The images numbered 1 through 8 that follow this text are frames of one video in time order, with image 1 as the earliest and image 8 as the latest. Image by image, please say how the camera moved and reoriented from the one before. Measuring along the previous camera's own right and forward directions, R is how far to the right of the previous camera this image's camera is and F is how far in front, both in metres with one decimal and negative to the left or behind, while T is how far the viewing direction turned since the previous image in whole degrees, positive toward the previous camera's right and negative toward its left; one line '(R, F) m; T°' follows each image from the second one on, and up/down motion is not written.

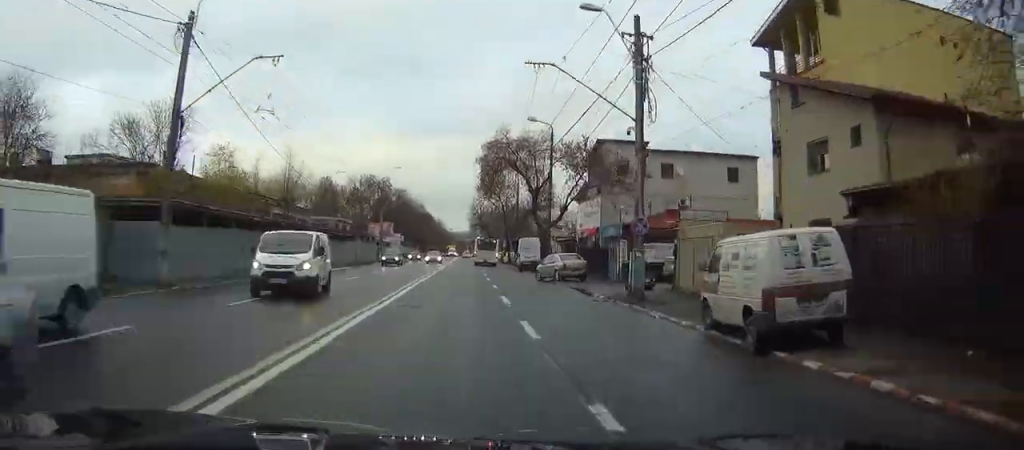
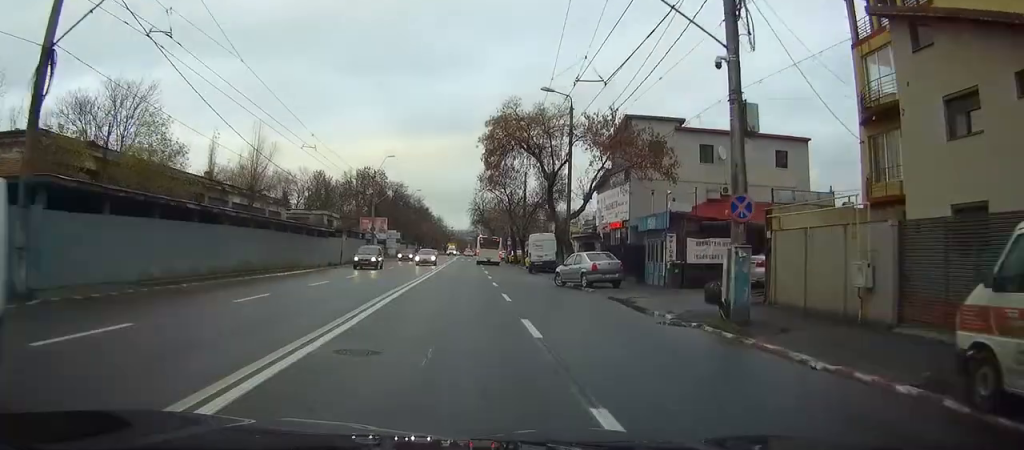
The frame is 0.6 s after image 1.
(0.0, +8.8) m; 0°
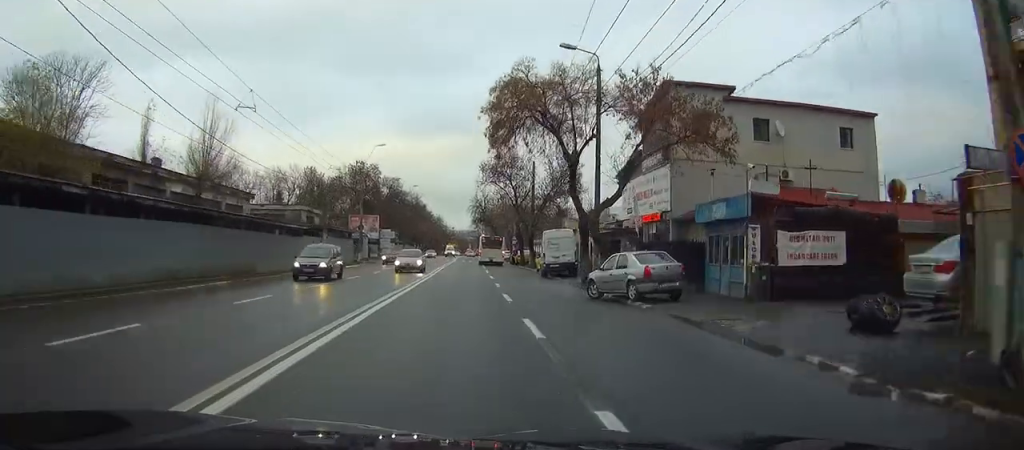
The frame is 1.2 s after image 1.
(0.0, +8.8) m; 0°
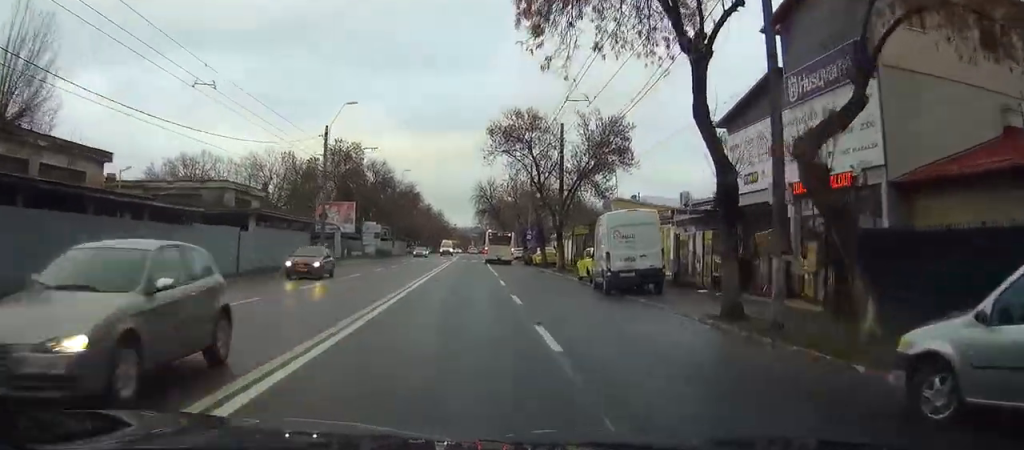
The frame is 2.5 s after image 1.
(0.0, +19.0) m; 0°
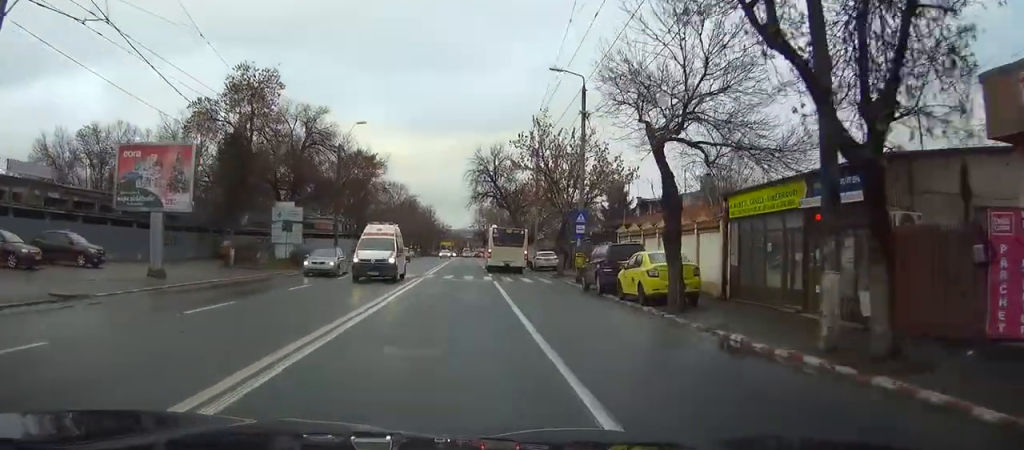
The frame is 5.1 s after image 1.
(+0.1, +36.5) m; +1°
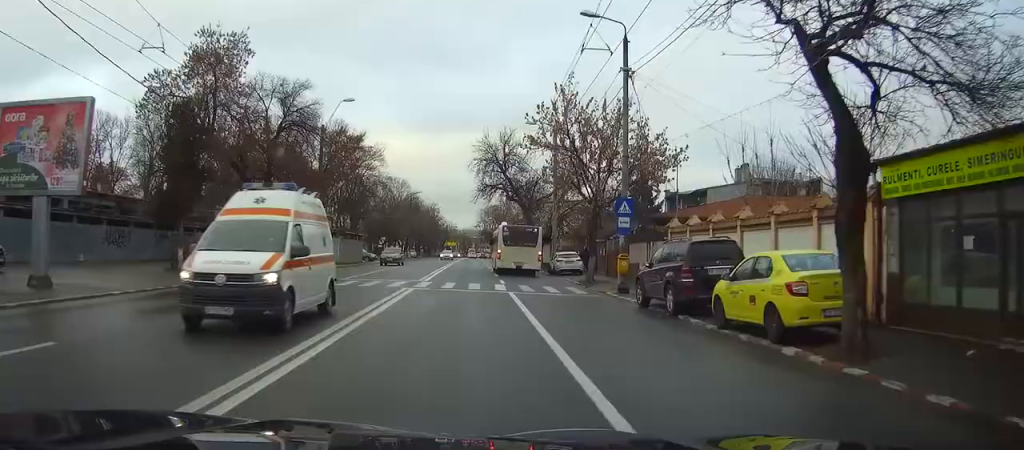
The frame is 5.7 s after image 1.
(0.0, +8.8) m; 0°
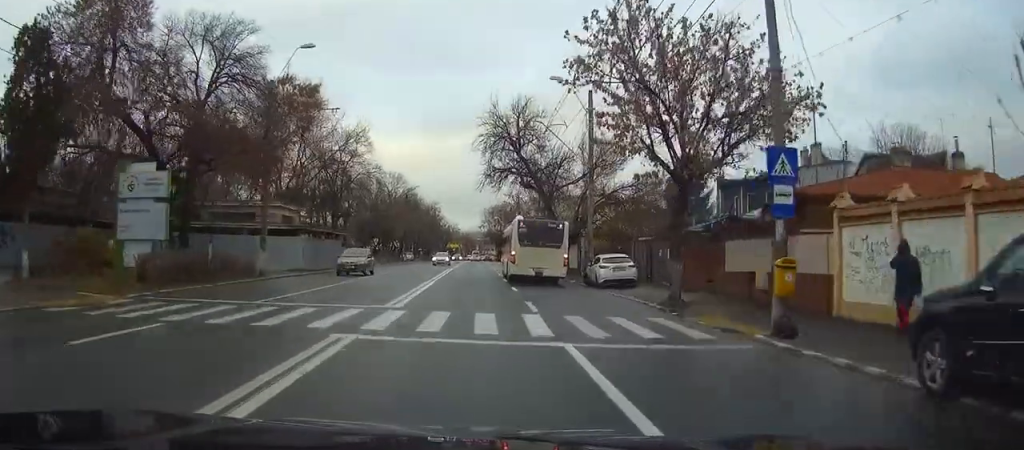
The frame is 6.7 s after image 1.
(-0.1, +13.5) m; -1°
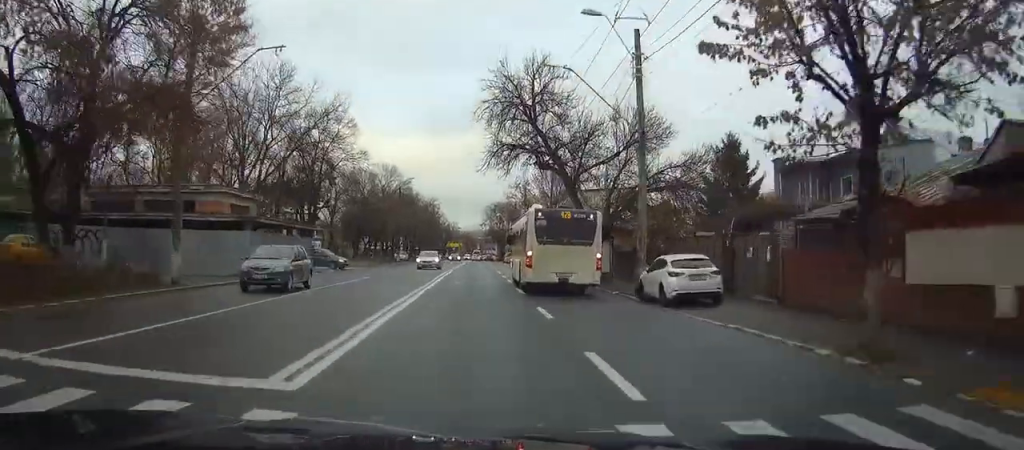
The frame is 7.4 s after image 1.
(0.0, +10.4) m; 0°
